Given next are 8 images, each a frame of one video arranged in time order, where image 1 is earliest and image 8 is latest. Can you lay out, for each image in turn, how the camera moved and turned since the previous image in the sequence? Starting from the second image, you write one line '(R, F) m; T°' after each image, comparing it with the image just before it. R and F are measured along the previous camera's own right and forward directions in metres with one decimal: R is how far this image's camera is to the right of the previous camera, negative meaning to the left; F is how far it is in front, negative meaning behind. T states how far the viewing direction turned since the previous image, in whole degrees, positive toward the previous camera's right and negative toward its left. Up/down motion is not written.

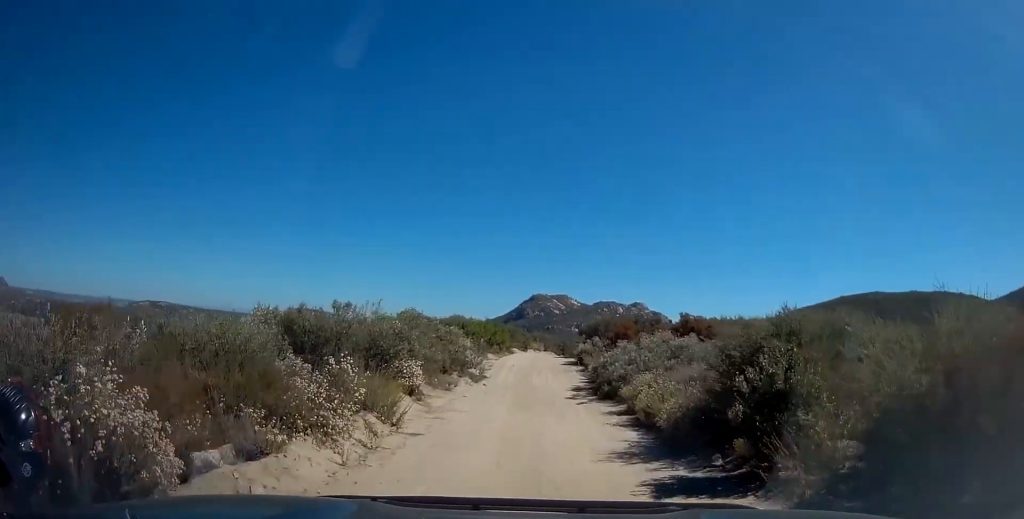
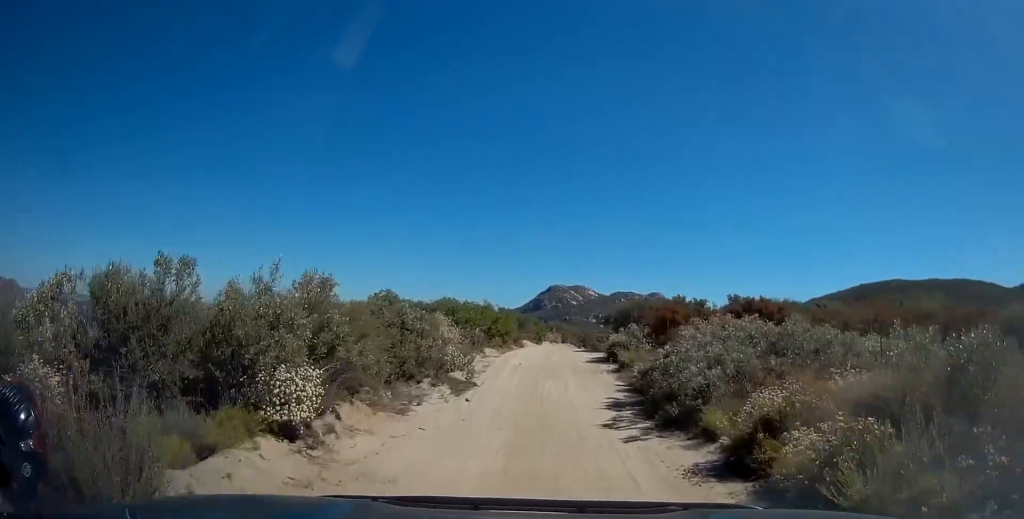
(0.0, +8.1) m; -5°
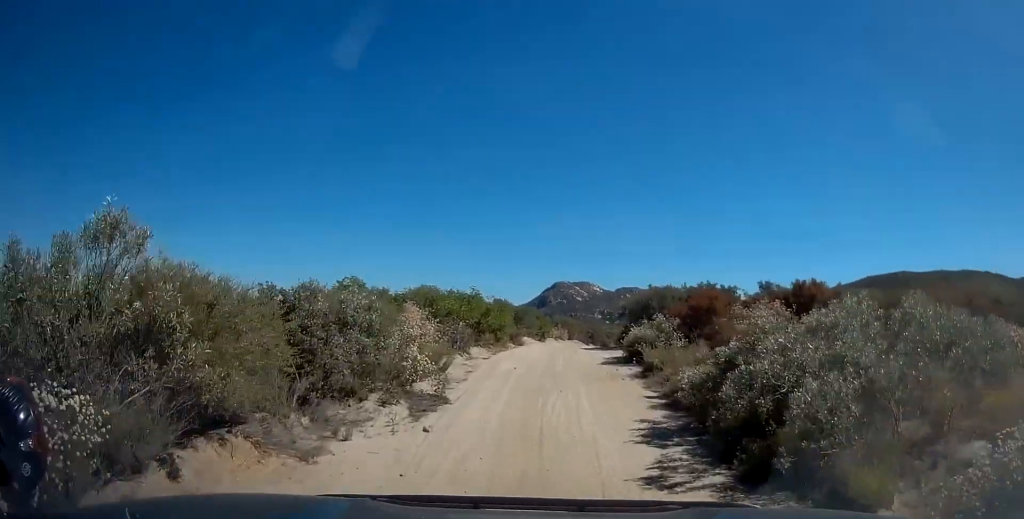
(-0.3, +4.8) m; -1°
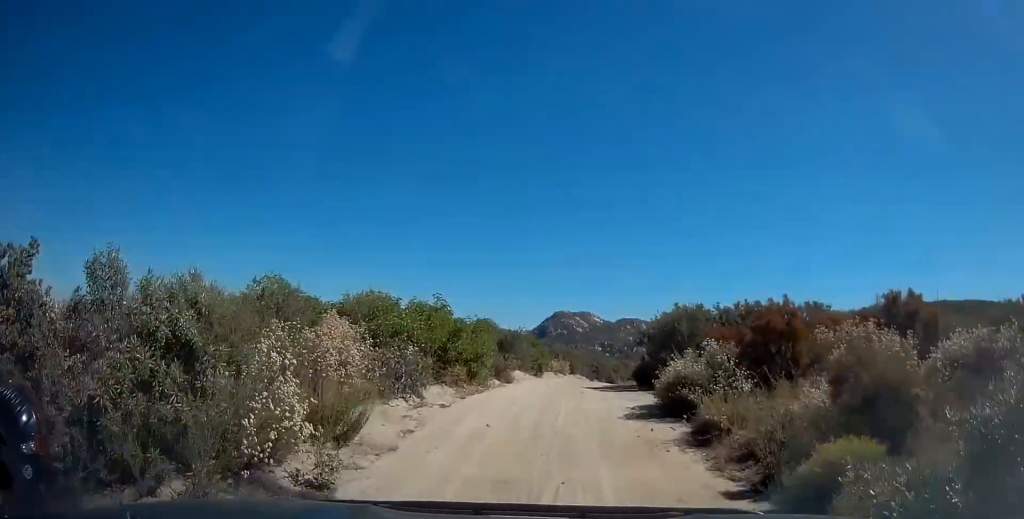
(-0.1, +6.0) m; +2°
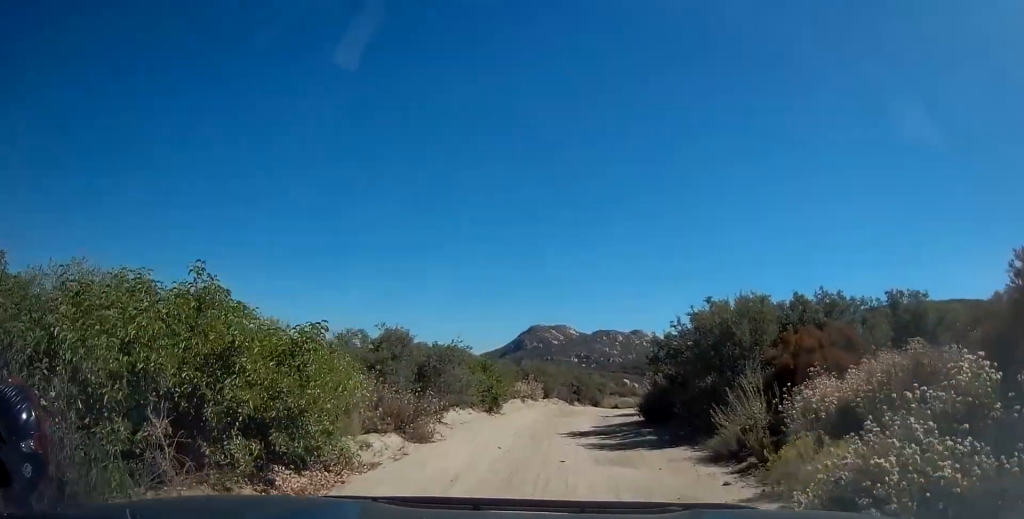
(+0.5, +9.0) m; +2°
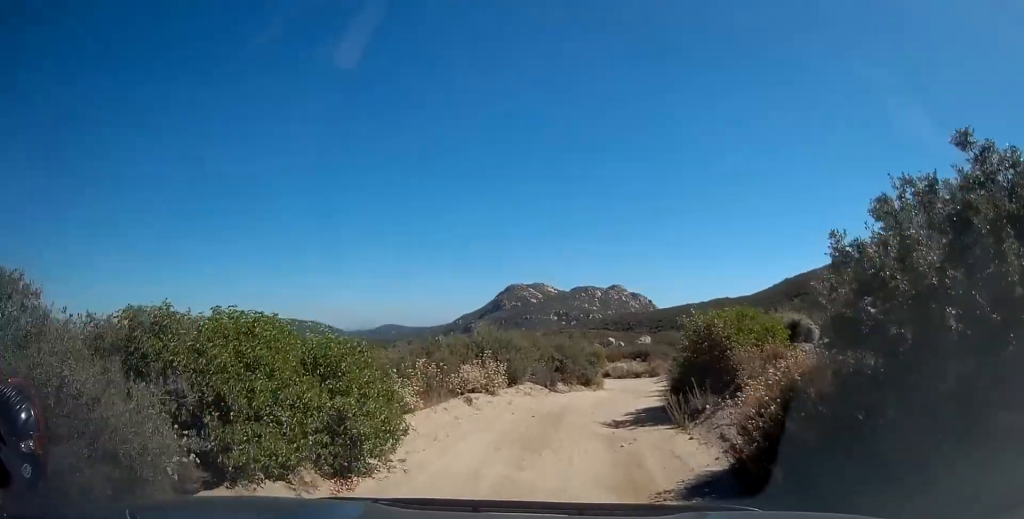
(-0.3, +11.0) m; +3°
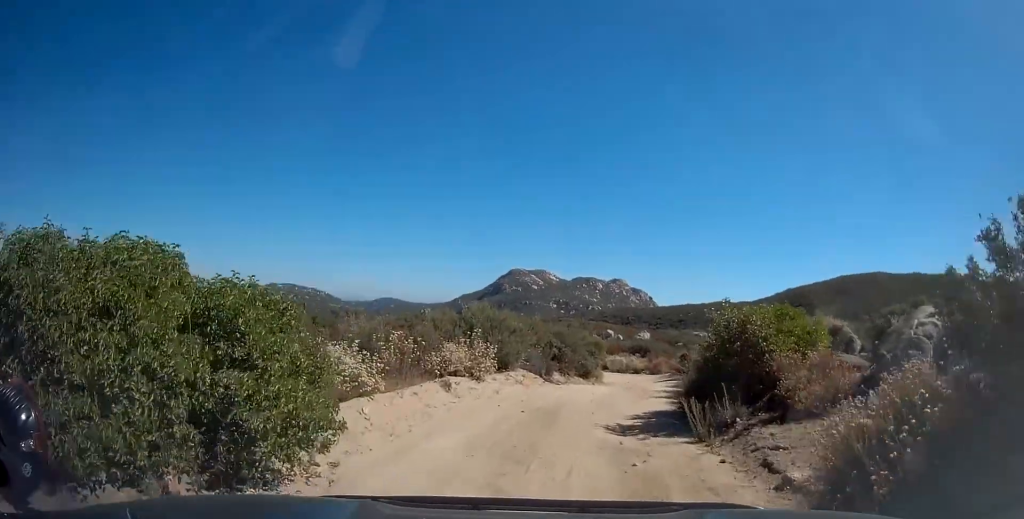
(-0.1, +2.4) m; +3°
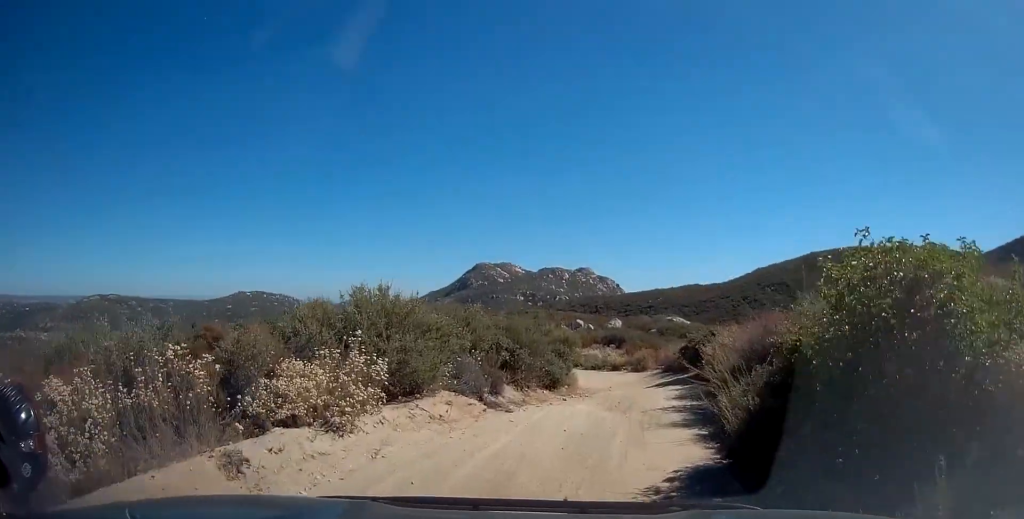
(+0.3, +6.9) m; 0°
